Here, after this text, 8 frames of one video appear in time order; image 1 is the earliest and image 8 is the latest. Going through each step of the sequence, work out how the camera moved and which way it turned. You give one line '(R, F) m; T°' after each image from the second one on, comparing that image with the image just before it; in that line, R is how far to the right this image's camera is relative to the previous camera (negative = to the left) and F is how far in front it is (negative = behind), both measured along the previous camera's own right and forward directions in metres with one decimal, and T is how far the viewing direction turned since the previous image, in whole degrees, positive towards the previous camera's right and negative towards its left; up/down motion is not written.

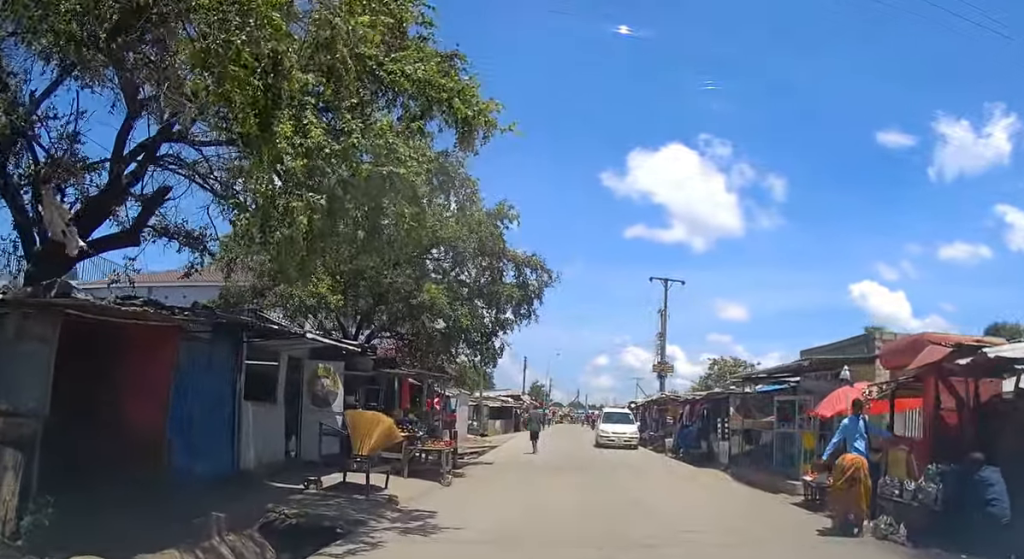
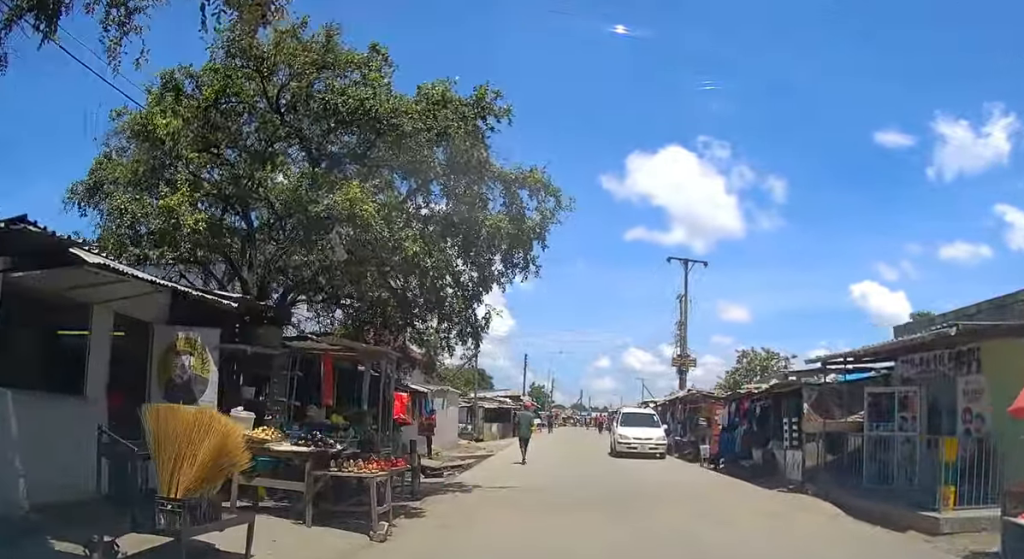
(0.0, +5.3) m; 0°
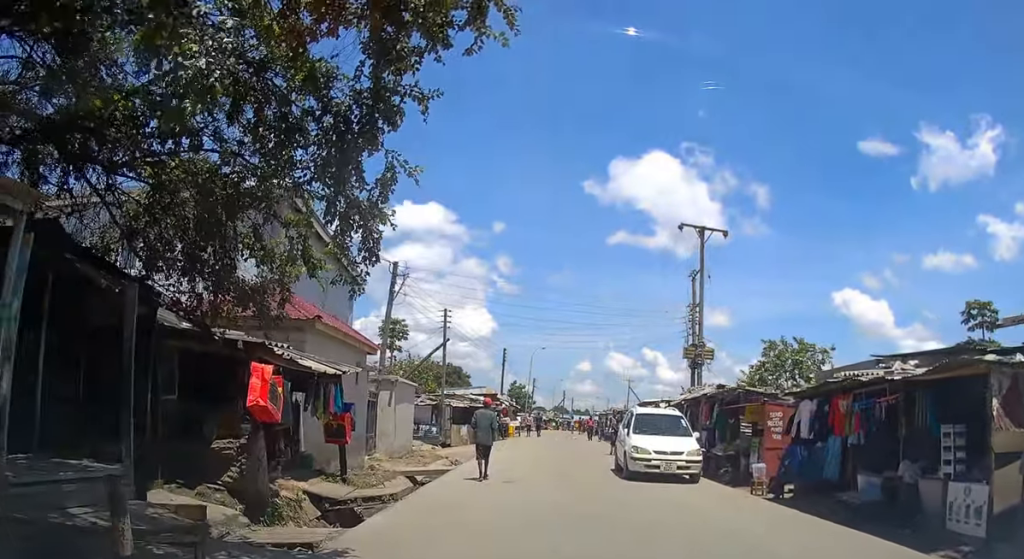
(+0.1, +8.0) m; +2°
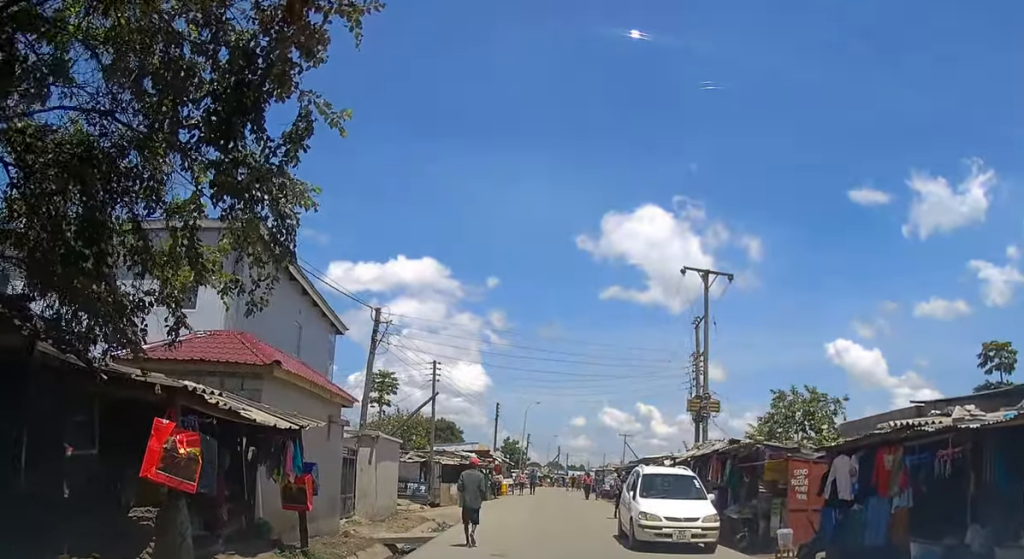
(+0.1, +2.3) m; 0°
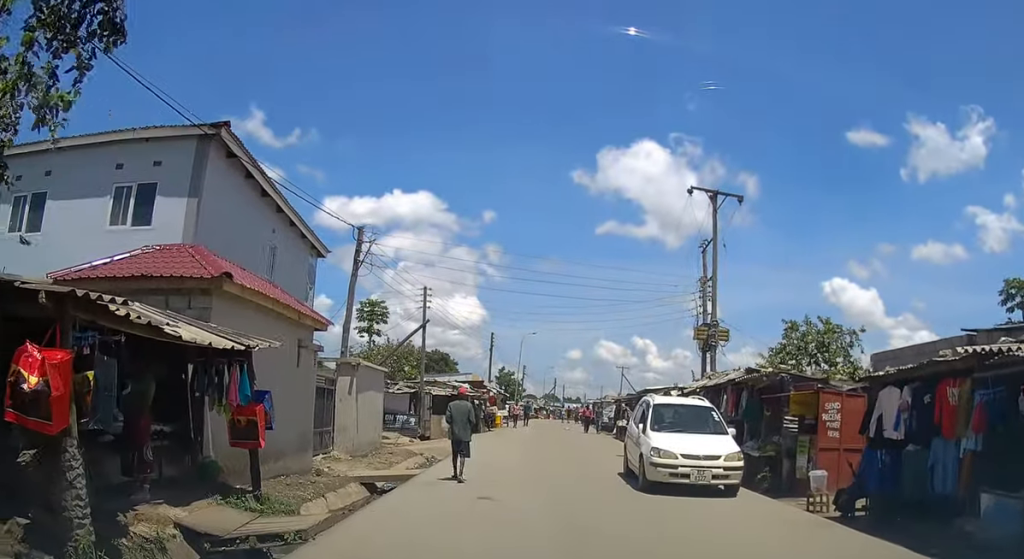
(-0.1, +2.0) m; +1°
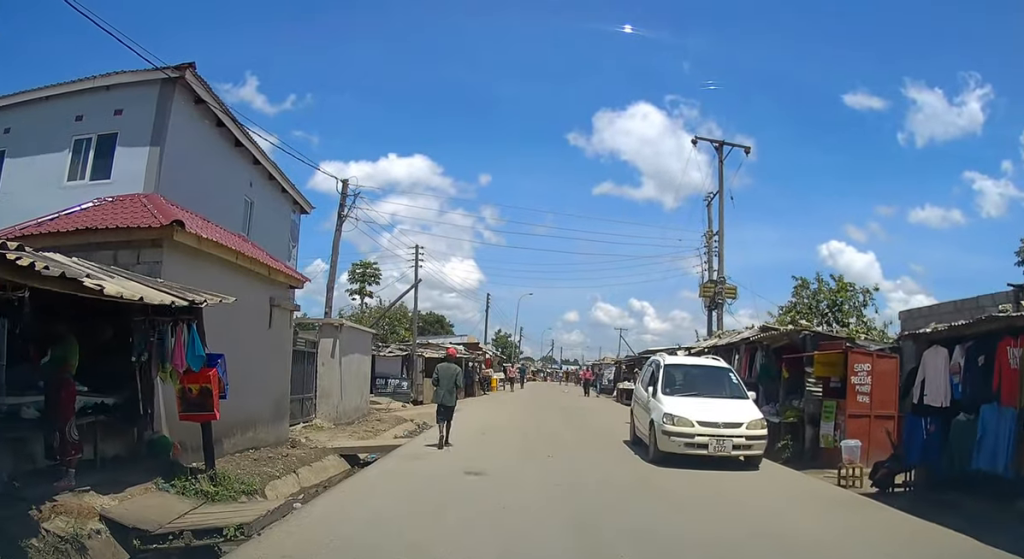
(+0.1, +1.4) m; +1°
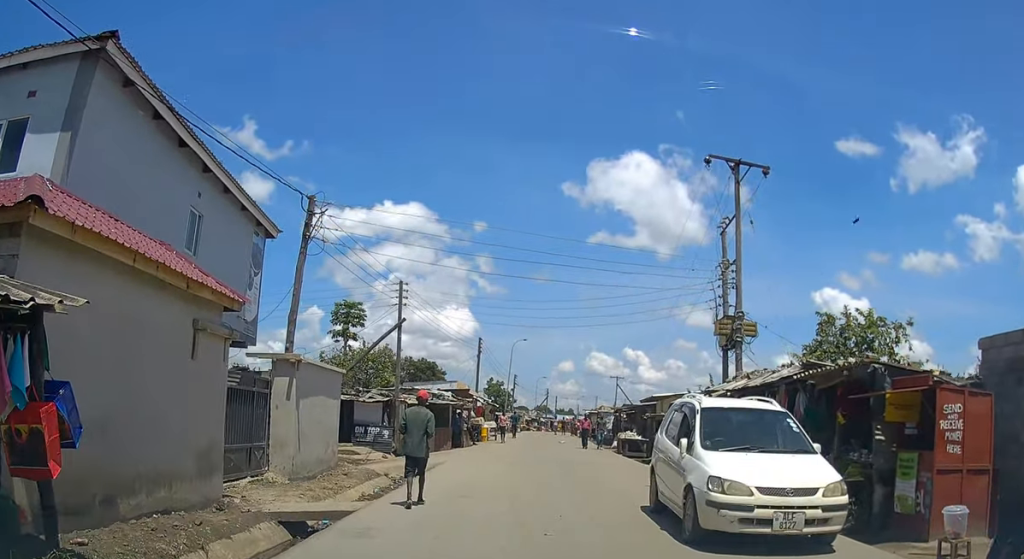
(0.0, +2.7) m; -3°
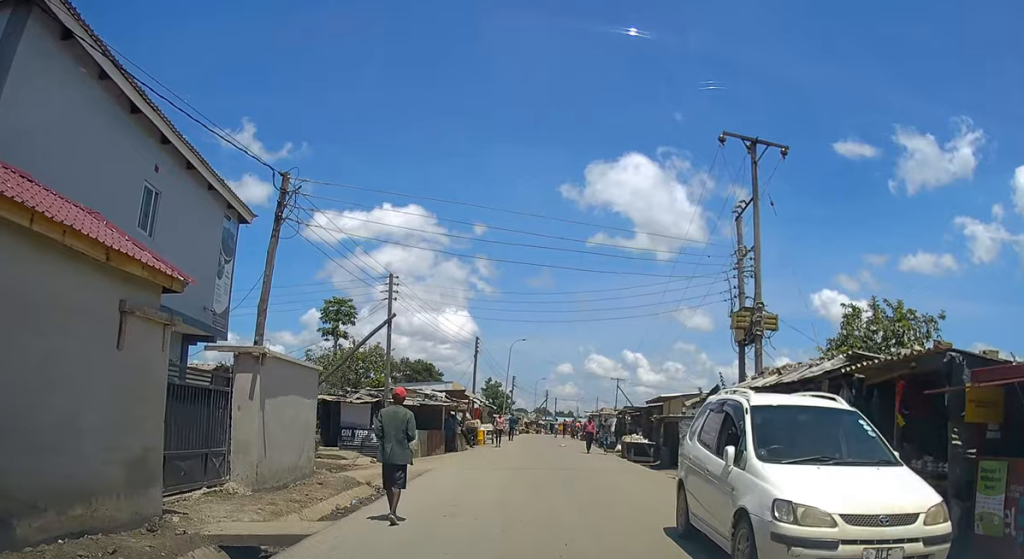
(0.0, +1.9) m; 0°
